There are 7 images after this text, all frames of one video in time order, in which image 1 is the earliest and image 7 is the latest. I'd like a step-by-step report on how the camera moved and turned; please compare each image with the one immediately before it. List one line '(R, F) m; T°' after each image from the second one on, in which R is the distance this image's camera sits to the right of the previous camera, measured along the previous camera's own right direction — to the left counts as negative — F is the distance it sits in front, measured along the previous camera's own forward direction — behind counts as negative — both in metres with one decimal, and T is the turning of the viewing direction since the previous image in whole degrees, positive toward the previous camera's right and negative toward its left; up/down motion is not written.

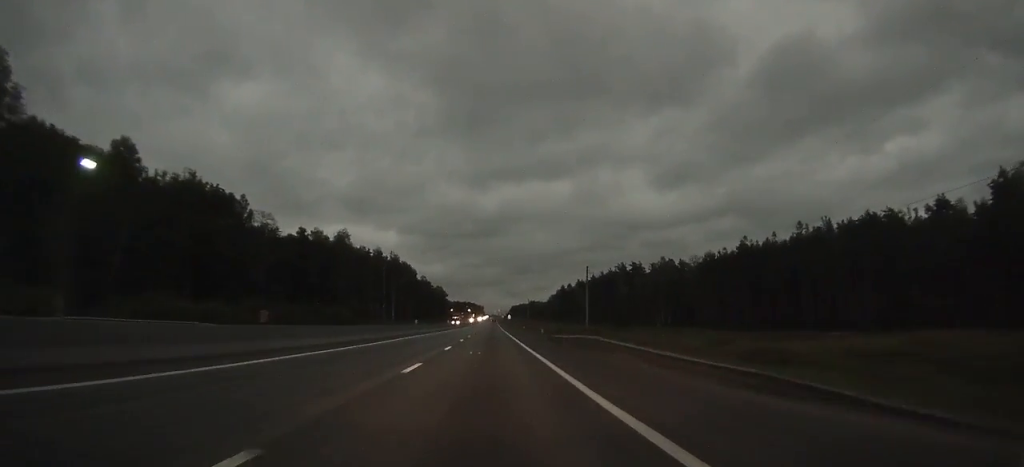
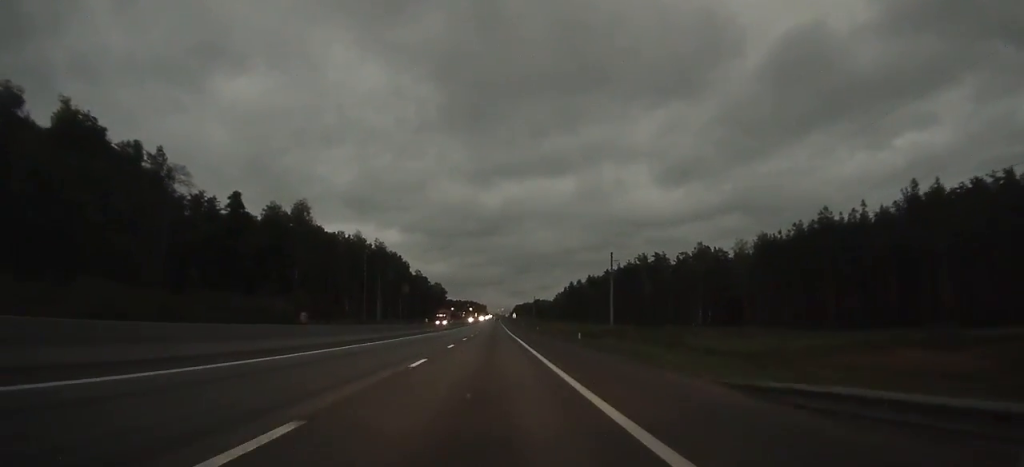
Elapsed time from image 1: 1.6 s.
(+0.1, +34.3) m; 0°
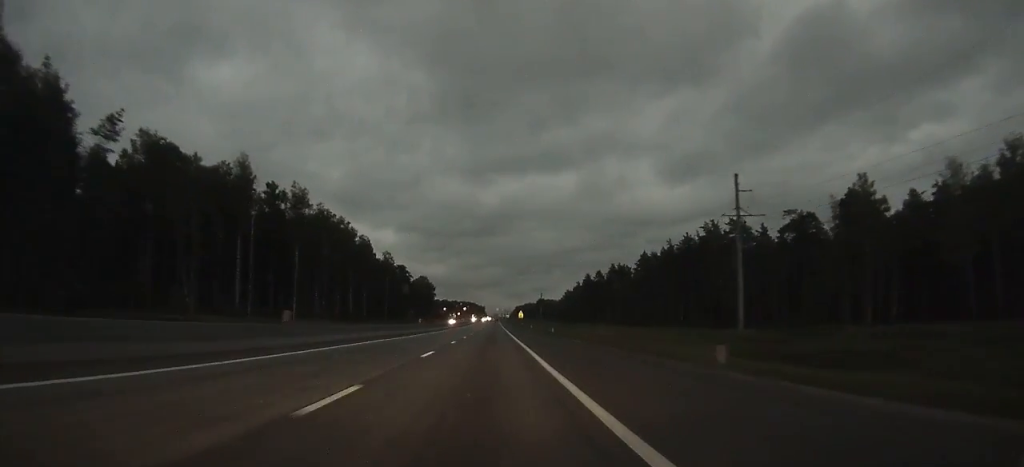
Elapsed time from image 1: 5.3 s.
(-0.1, +80.5) m; 0°
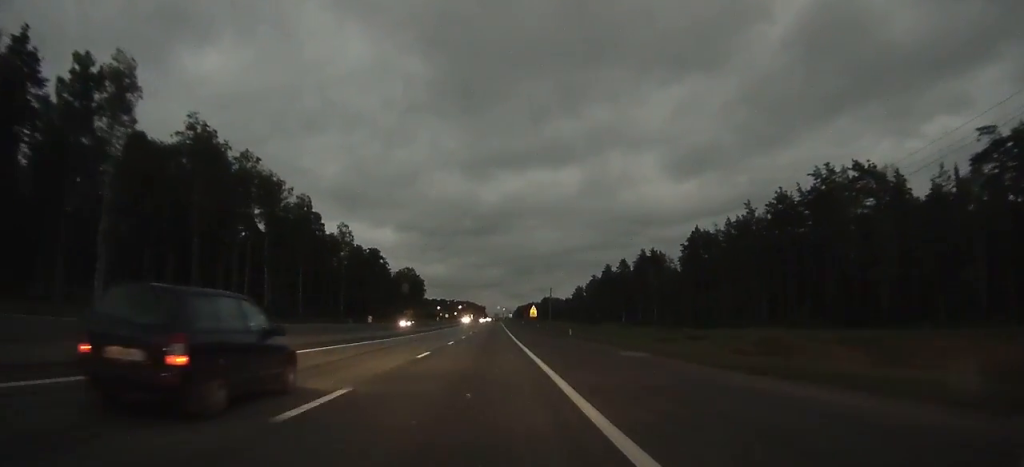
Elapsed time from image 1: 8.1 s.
(0.0, +60.5) m; 0°
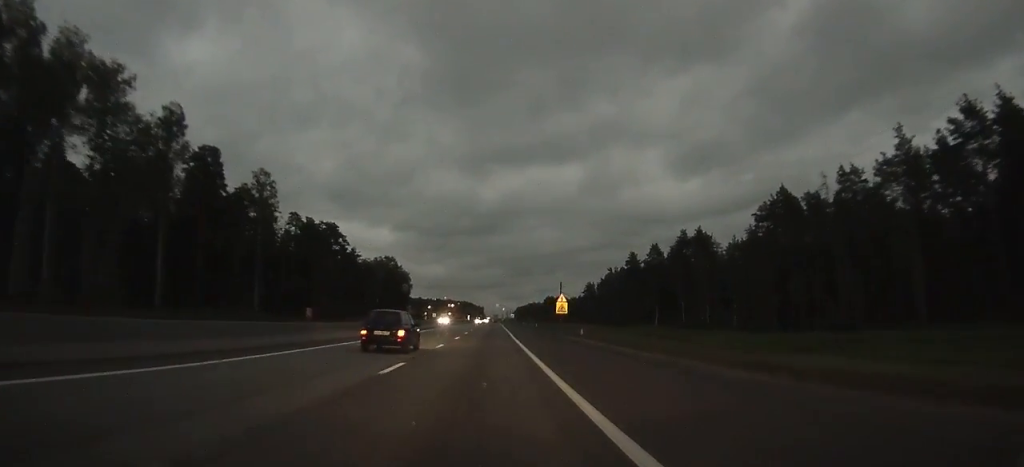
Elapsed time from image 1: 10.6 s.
(-0.1, +53.3) m; -1°
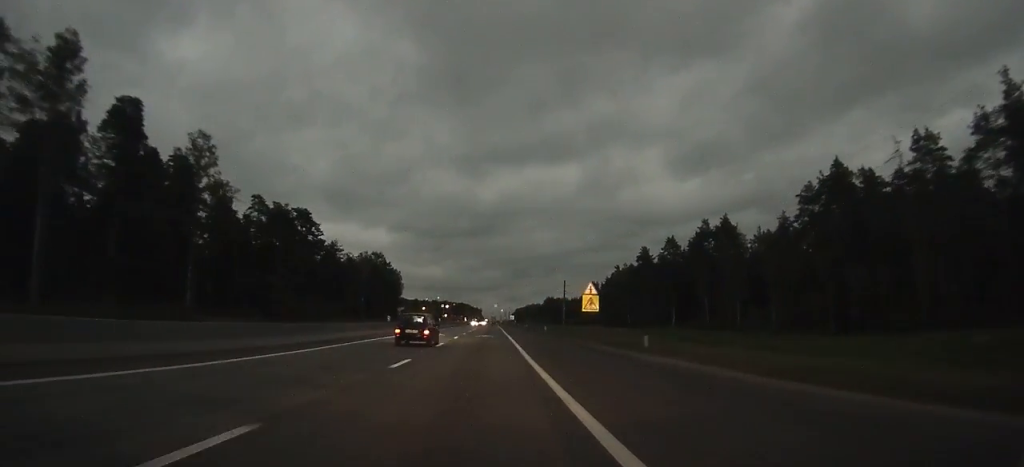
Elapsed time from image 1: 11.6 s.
(-0.1, +21.5) m; 0°
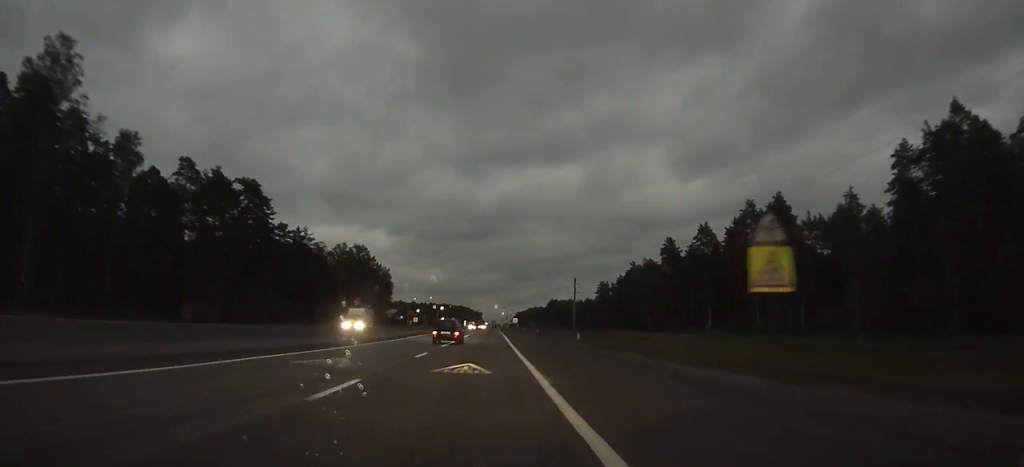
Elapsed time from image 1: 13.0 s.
(0.0, +30.1) m; 0°
